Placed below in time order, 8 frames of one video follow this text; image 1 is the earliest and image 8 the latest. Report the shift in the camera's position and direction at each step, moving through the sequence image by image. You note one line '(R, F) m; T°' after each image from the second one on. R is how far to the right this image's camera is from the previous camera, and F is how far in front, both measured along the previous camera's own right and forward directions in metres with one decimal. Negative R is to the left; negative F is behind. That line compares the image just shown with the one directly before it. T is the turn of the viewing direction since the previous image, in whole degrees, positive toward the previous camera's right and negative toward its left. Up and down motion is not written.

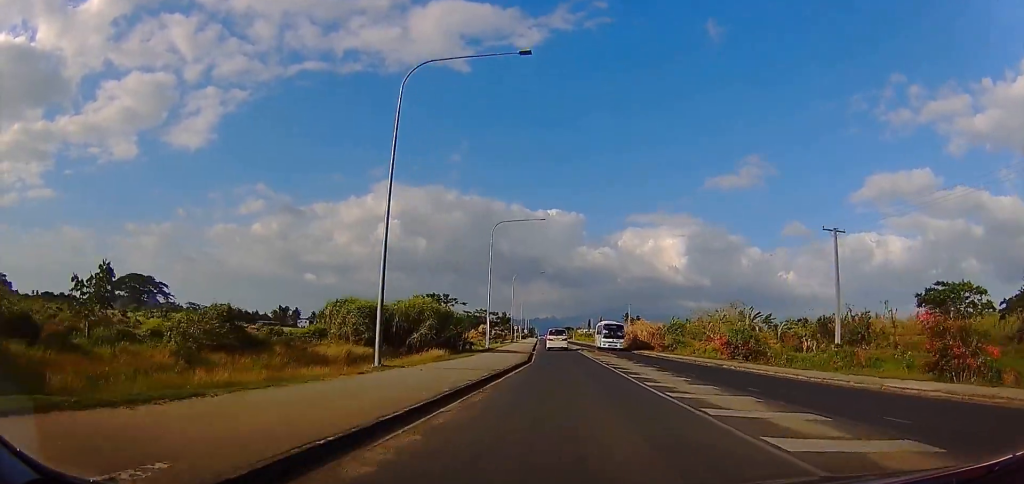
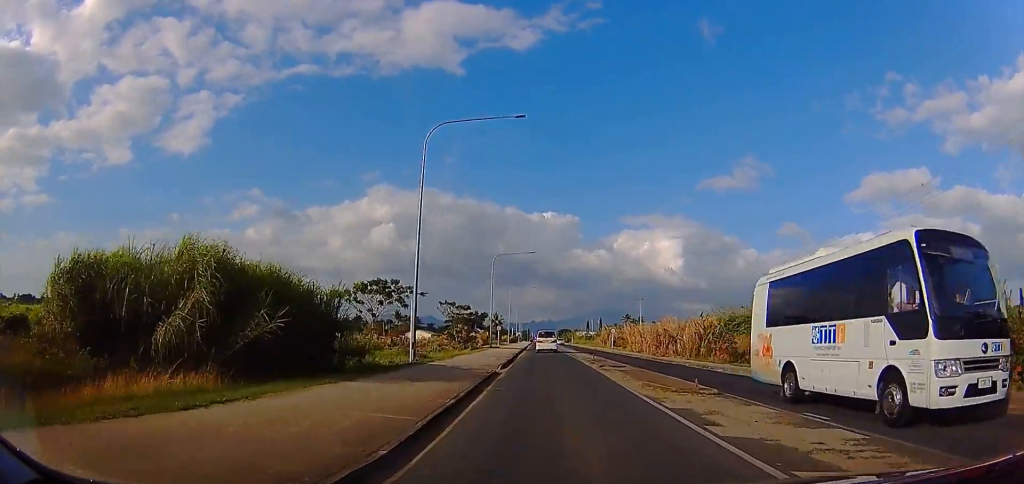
(0.0, +22.0) m; 0°
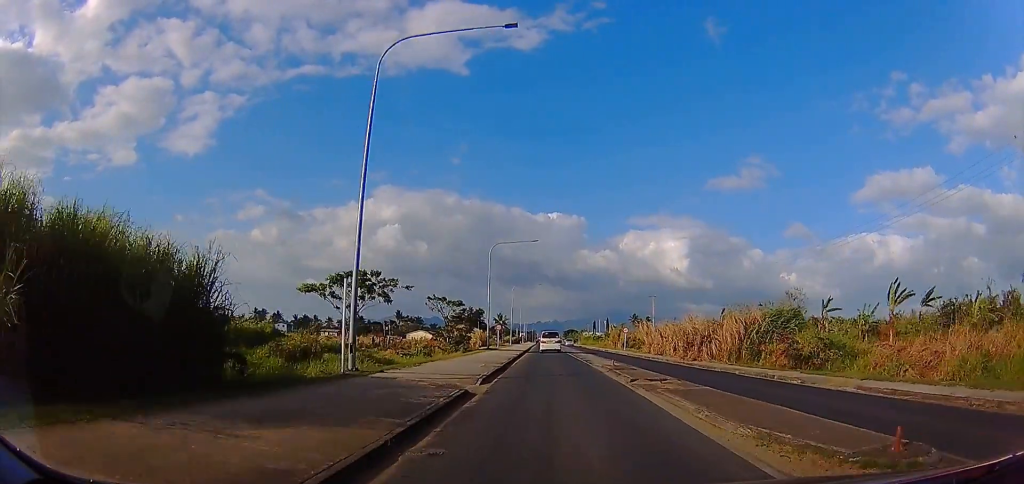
(0.0, +7.8) m; 0°
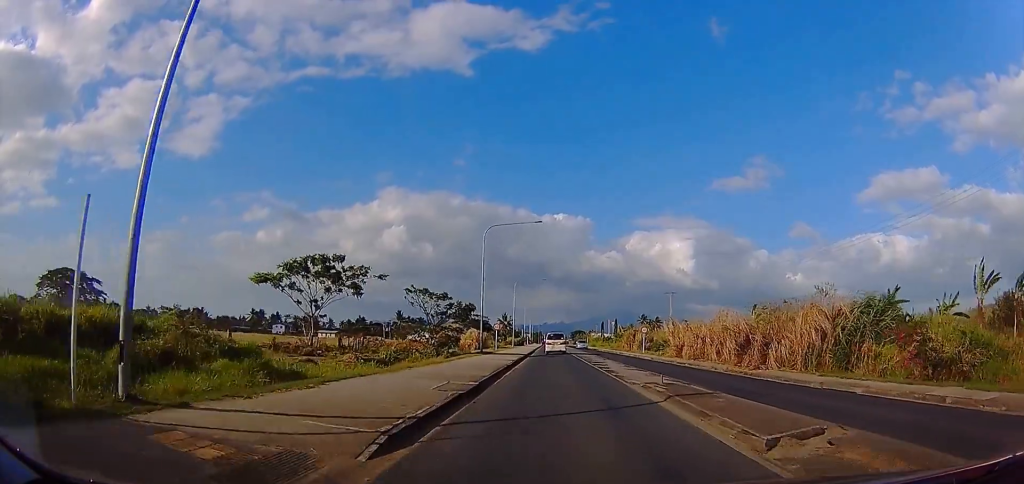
(0.0, +9.4) m; 0°
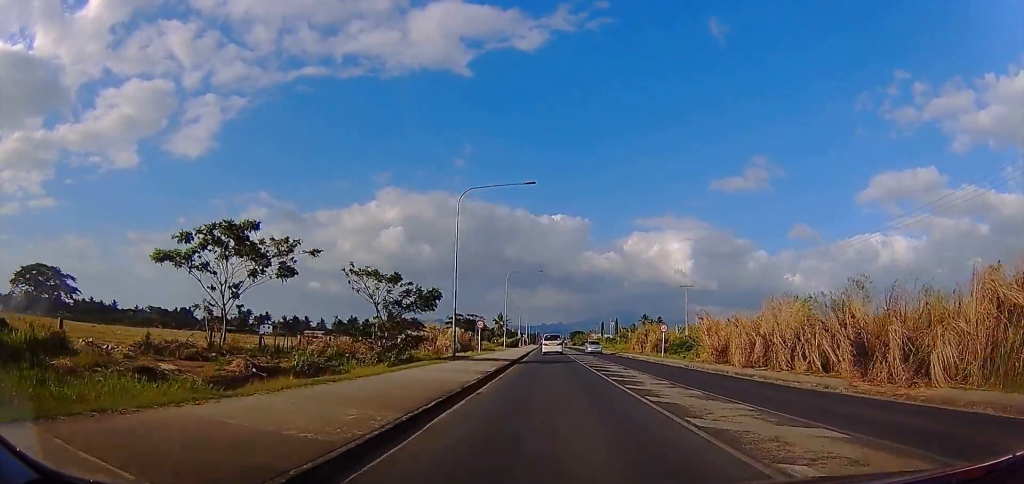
(0.0, +11.4) m; 0°
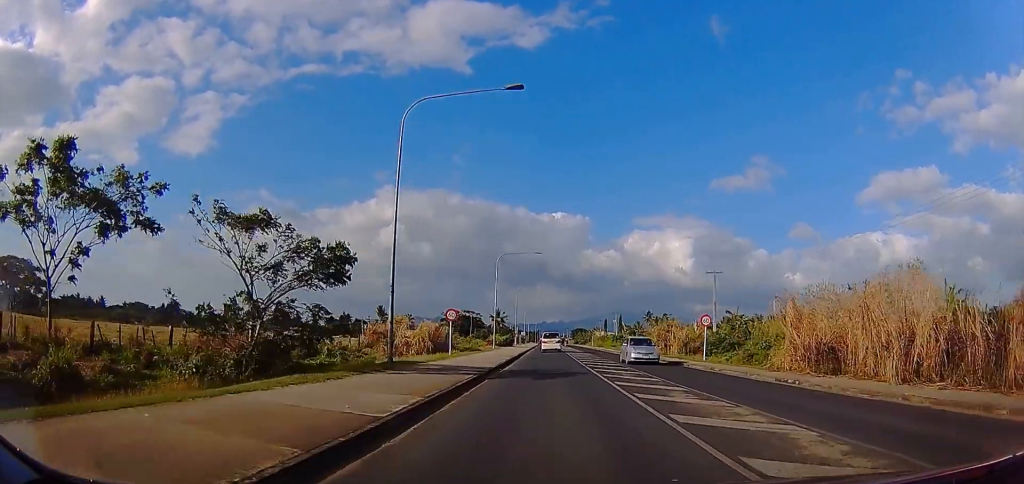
(0.0, +13.2) m; 0°
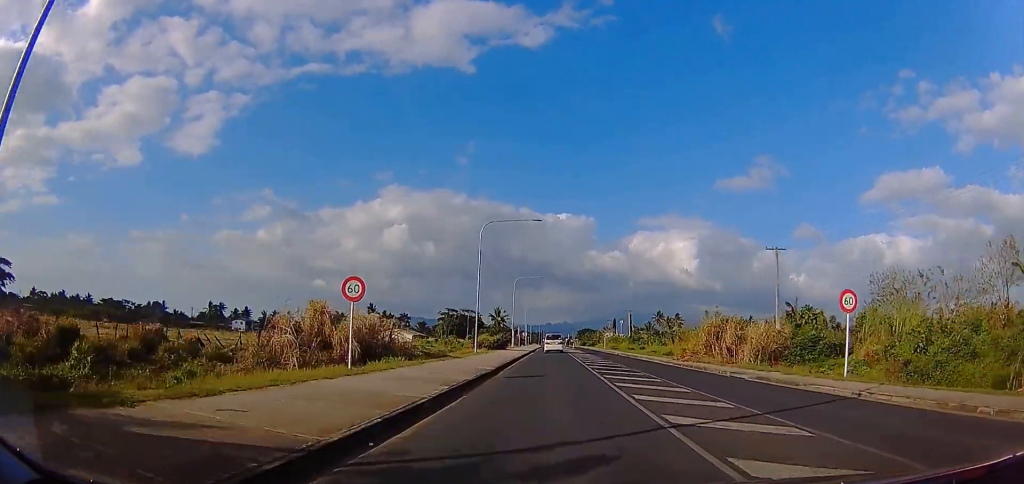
(-0.1, +17.2) m; -4°
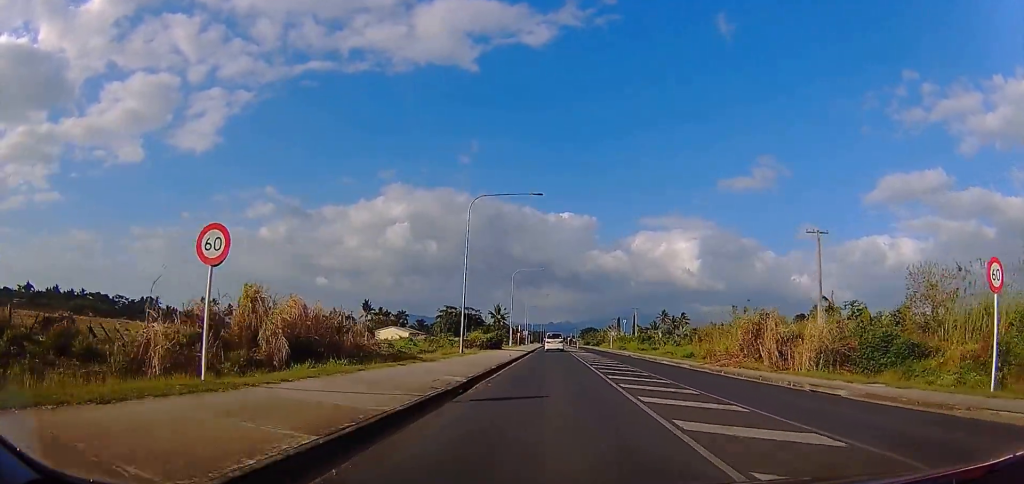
(-0.3, +7.6) m; -1°
